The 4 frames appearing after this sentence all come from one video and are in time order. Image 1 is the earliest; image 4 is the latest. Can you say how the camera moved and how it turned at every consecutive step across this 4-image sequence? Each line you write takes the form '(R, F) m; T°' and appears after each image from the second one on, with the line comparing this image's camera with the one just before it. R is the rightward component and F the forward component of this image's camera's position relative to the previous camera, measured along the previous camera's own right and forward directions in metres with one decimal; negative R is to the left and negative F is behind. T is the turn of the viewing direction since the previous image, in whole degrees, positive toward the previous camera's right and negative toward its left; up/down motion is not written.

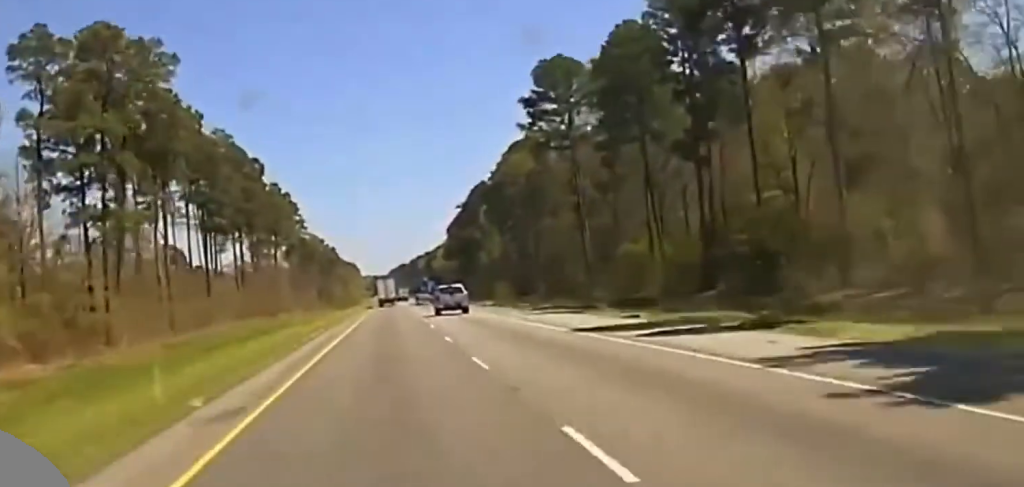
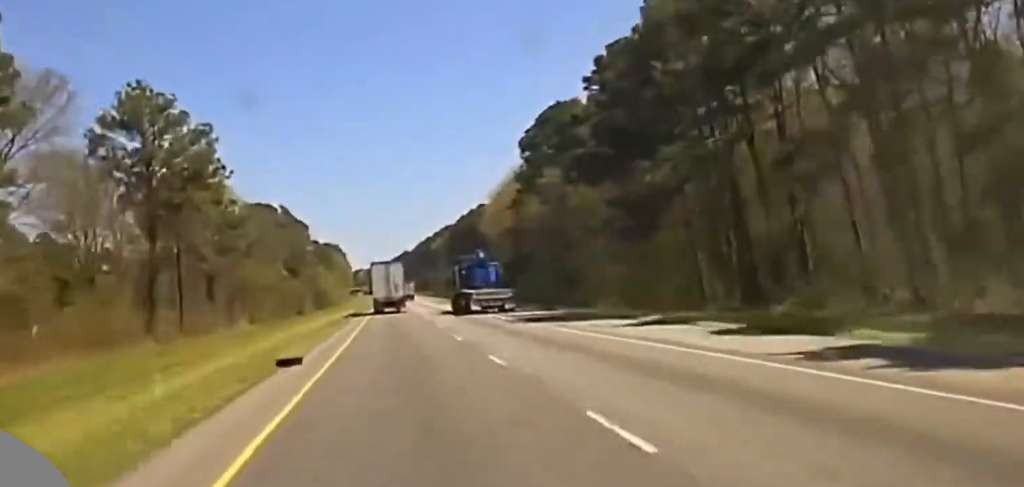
(-0.4, +189.3) m; 0°
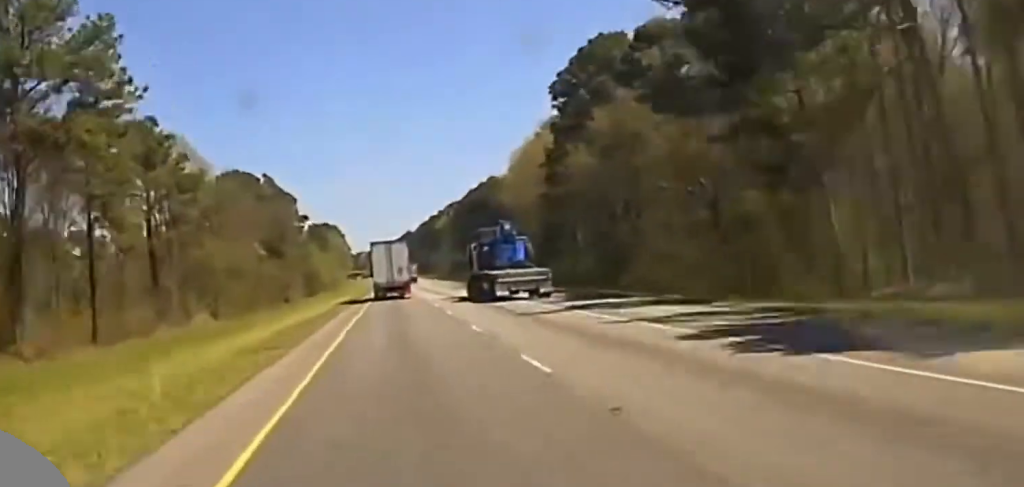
(0.0, +24.0) m; 0°
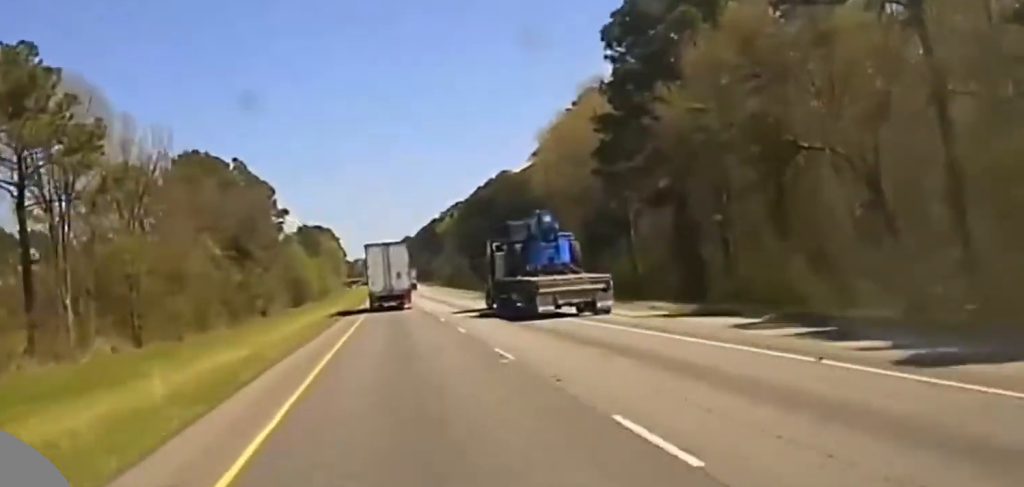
(-0.1, +35.0) m; 0°
